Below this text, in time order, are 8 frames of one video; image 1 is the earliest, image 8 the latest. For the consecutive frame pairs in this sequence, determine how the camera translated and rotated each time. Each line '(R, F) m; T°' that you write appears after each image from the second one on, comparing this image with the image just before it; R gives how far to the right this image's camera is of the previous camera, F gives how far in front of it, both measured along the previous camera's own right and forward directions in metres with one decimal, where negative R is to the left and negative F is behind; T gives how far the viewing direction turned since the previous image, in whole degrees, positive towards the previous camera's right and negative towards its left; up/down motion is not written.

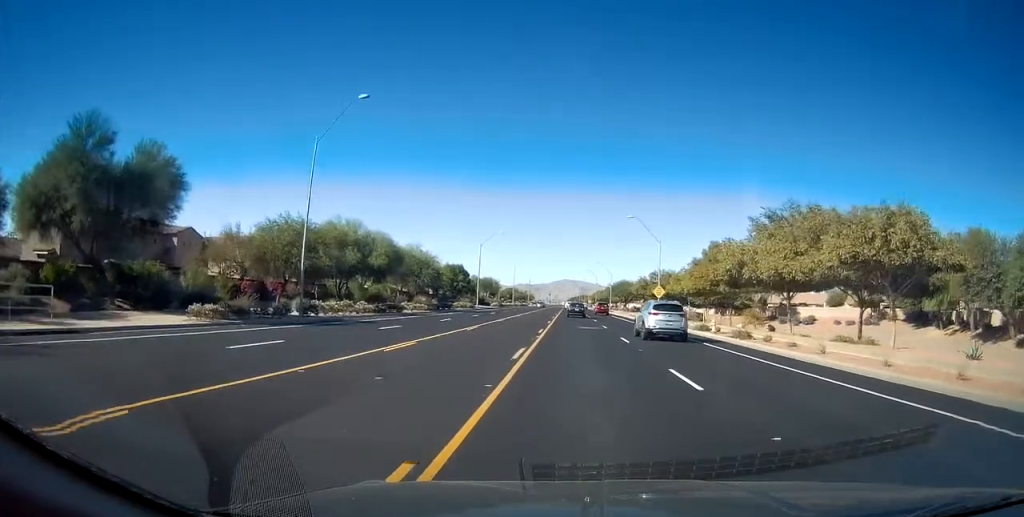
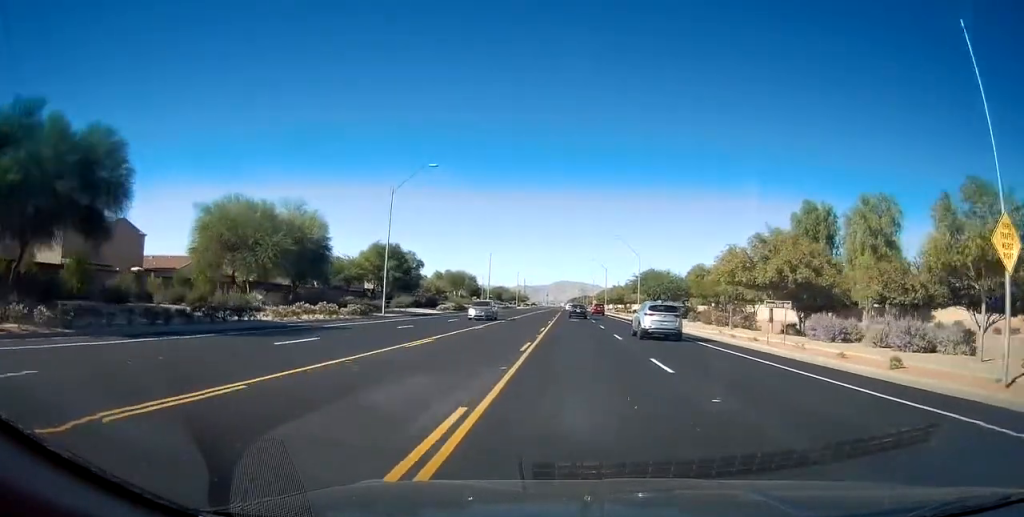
(0.0, +45.3) m; -1°
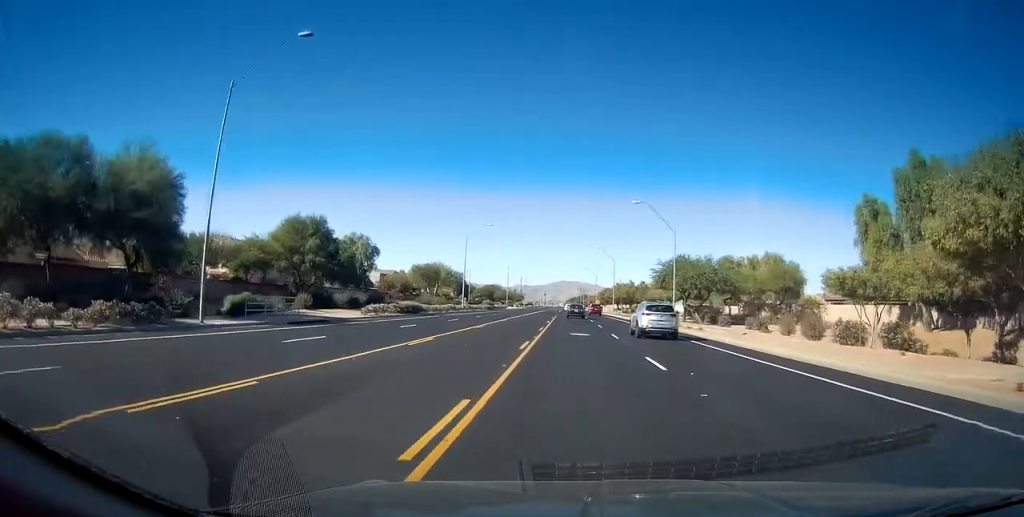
(-0.2, +23.6) m; -1°
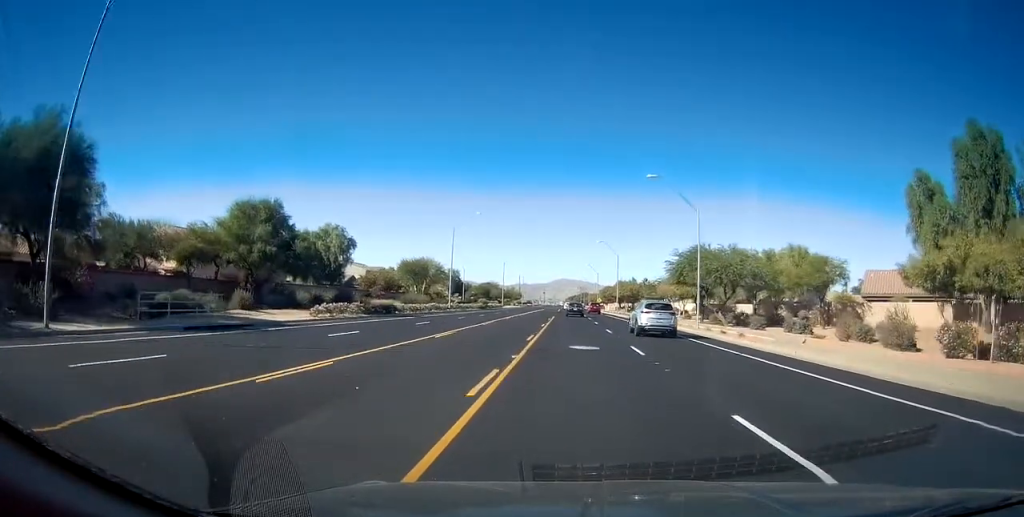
(0.0, +8.7) m; 0°
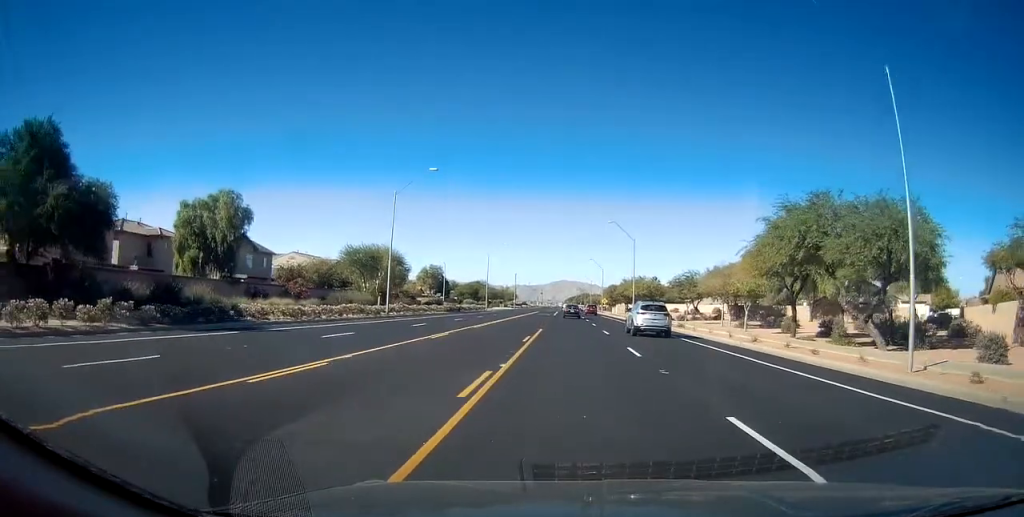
(+0.2, +24.3) m; +1°
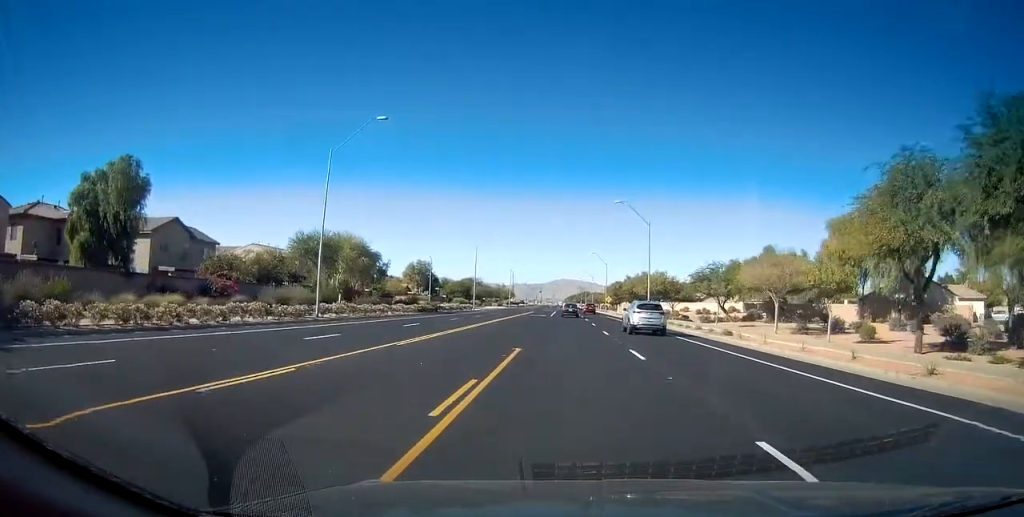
(+0.1, +13.5) m; 0°
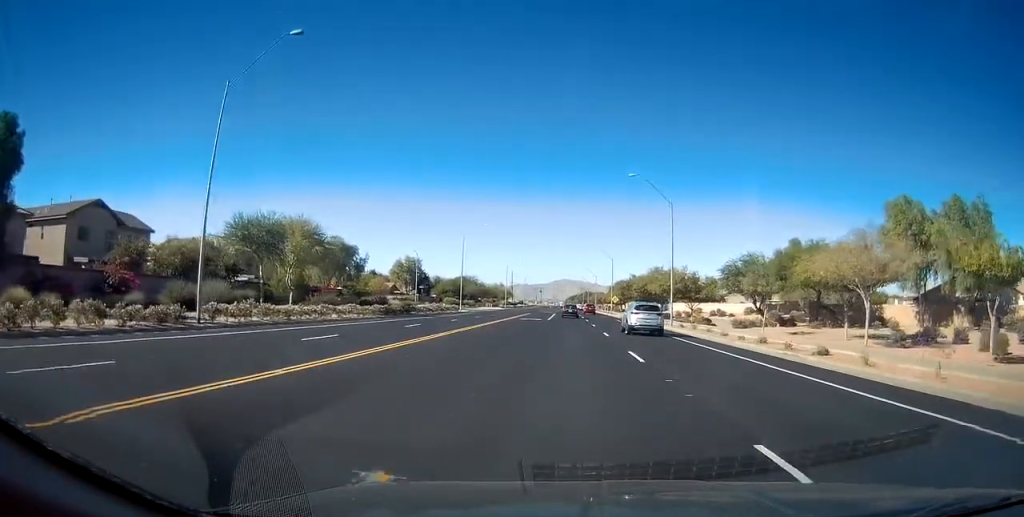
(-0.1, +12.0) m; 0°
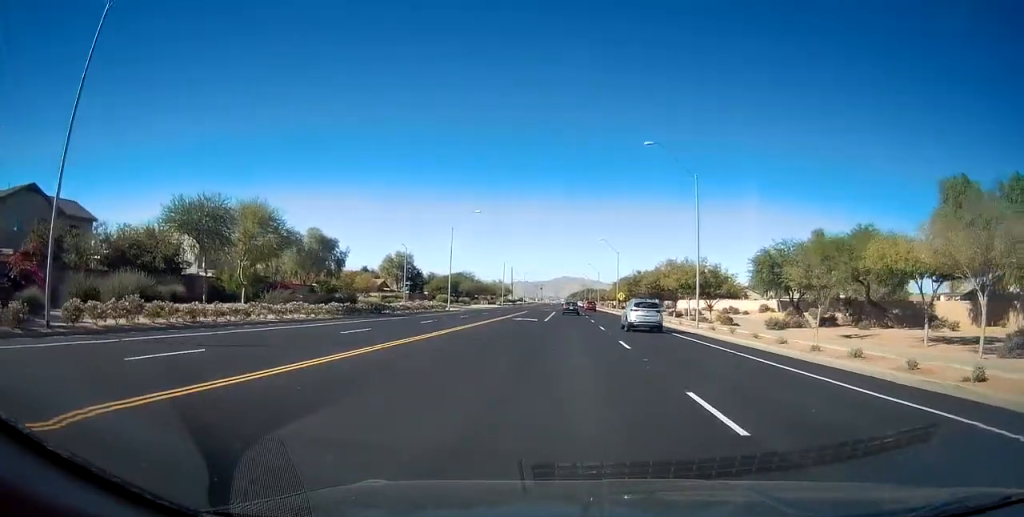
(0.0, +8.6) m; 0°
